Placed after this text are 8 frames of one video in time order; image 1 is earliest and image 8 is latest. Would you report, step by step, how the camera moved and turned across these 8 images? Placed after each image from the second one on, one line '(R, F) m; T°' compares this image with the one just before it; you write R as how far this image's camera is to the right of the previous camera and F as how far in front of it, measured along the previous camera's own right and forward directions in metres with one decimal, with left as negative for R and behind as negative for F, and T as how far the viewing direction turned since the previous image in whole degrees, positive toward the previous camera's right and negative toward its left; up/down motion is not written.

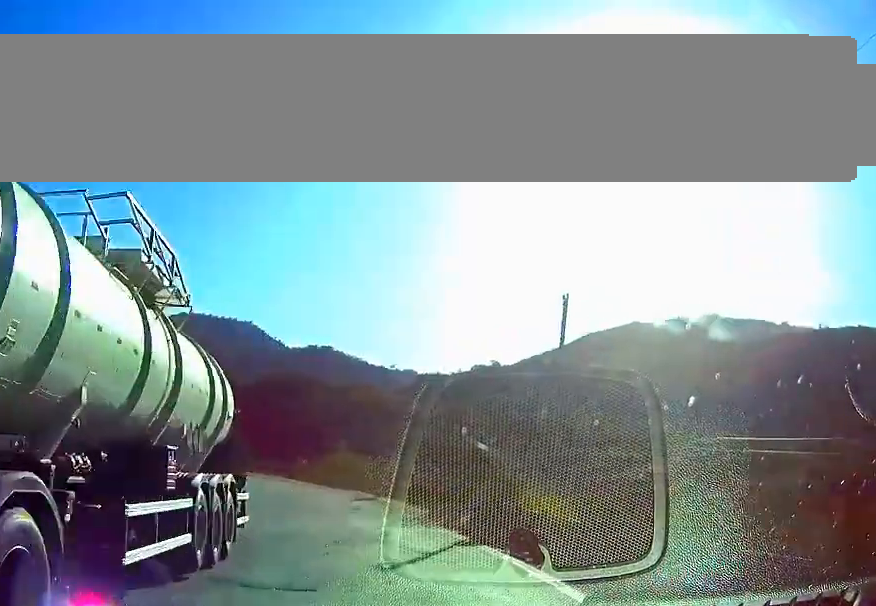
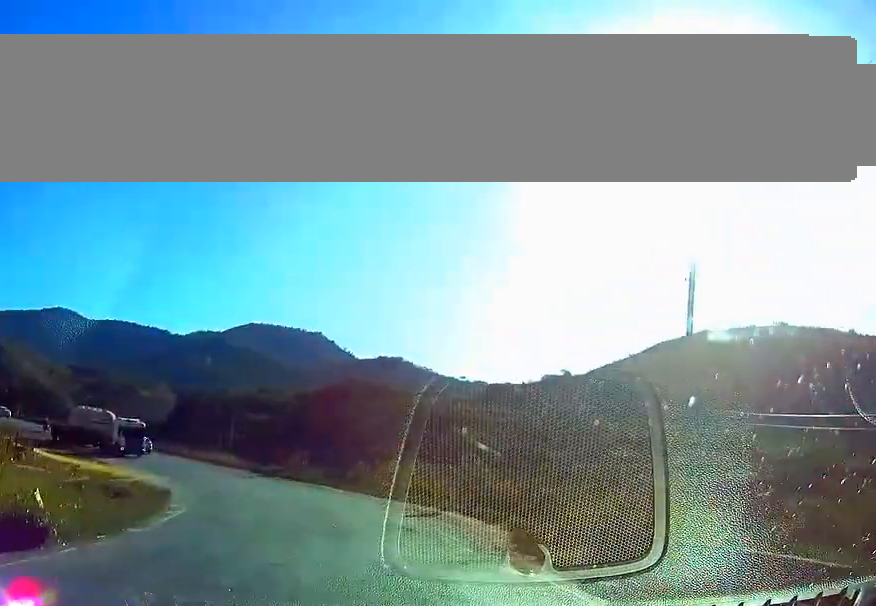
(0.0, +7.0) m; 0°
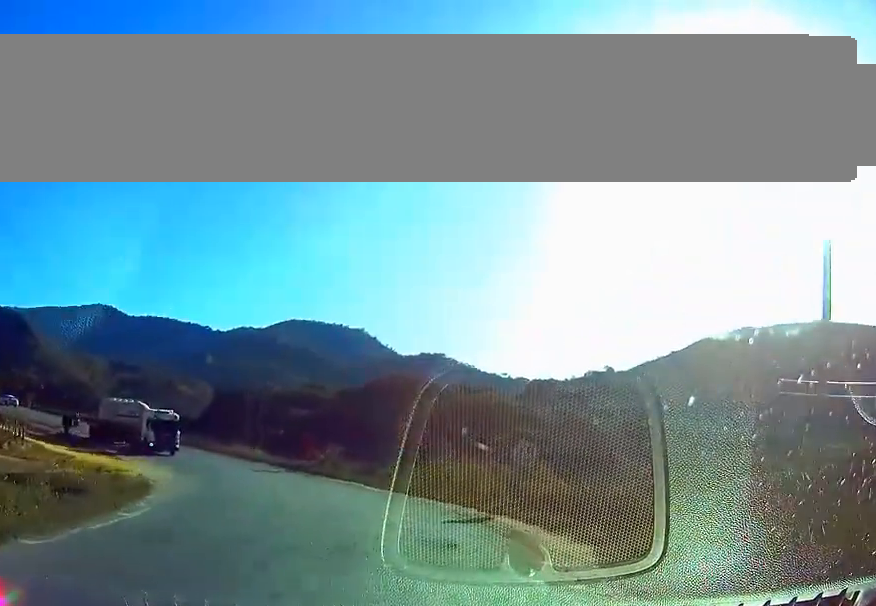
(0.0, +4.5) m; 0°
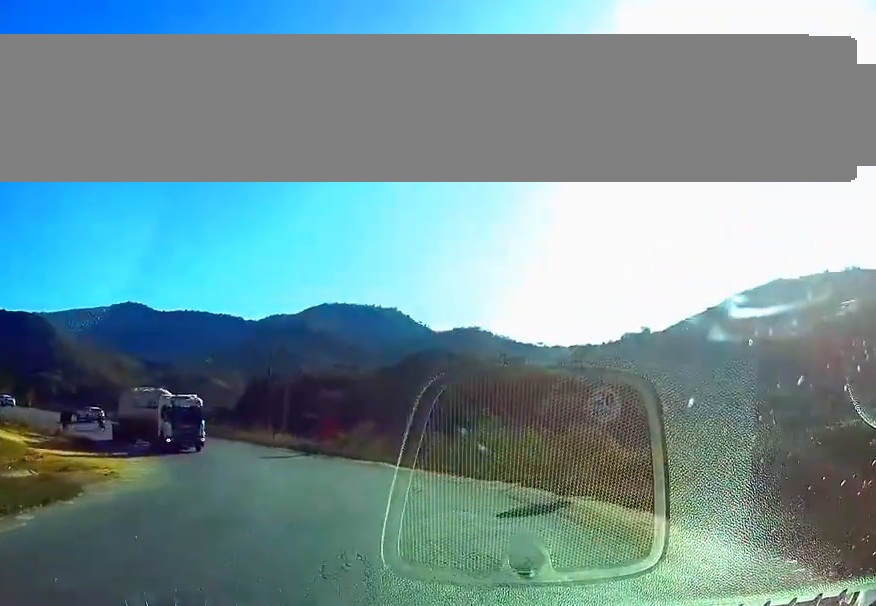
(0.0, +6.1) m; 0°
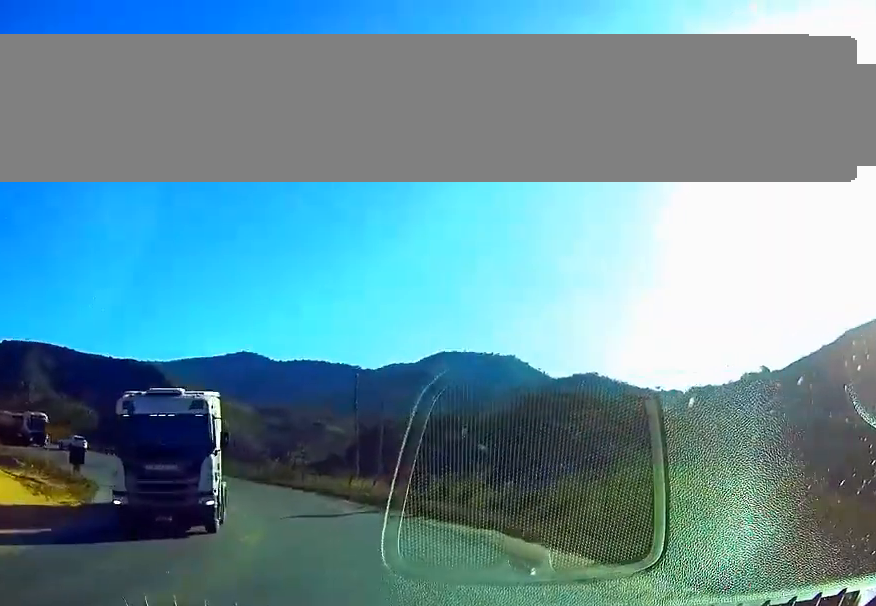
(0.0, +17.2) m; 0°
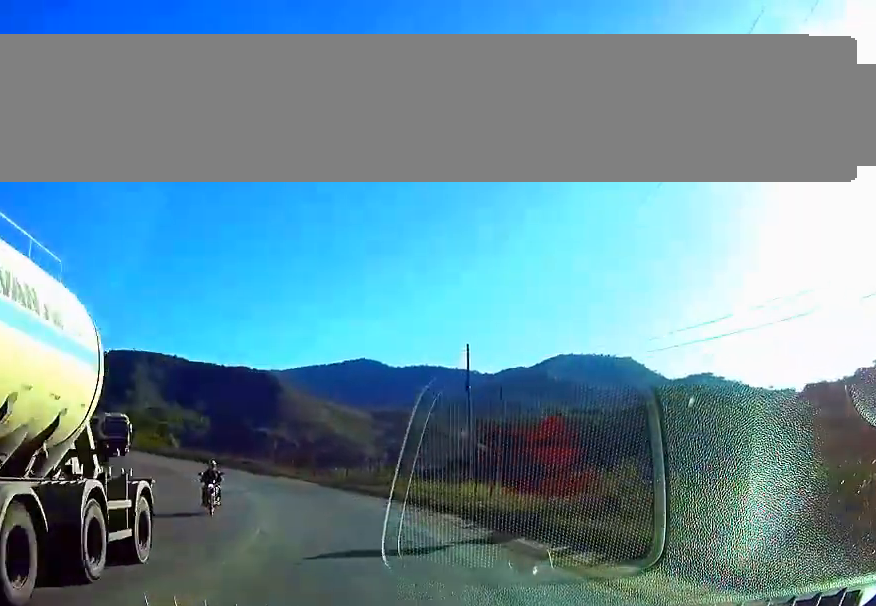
(0.0, +13.4) m; -1°
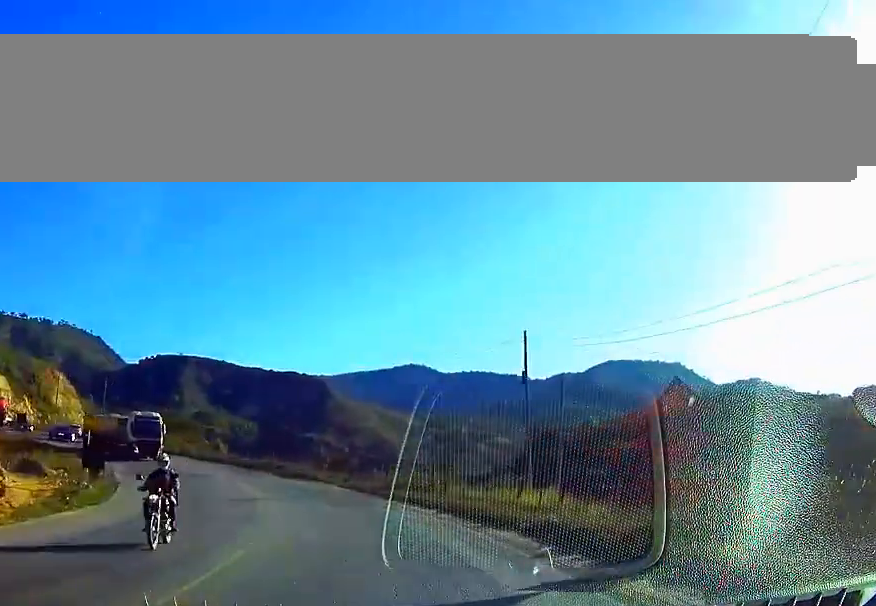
(0.0, +6.3) m; -5°
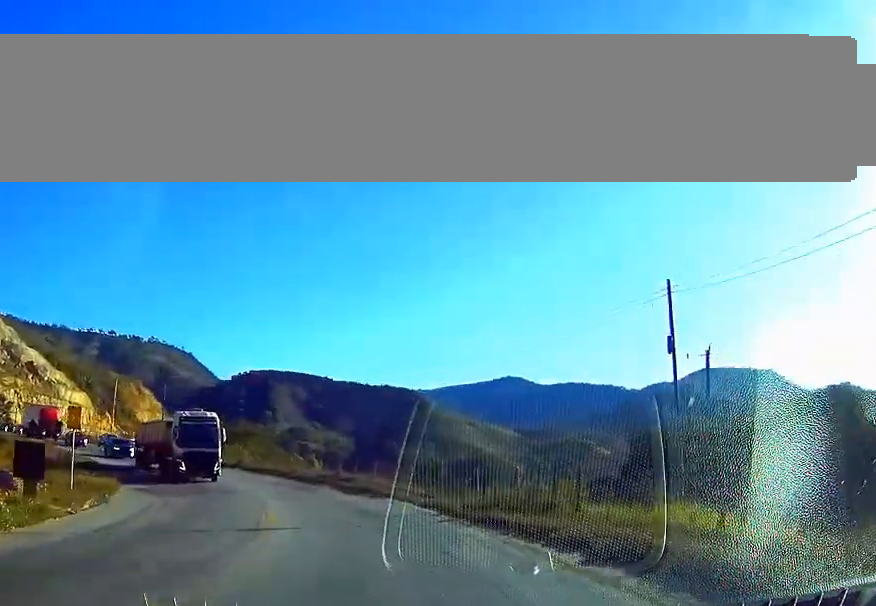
(-1.2, +12.8) m; -11°
